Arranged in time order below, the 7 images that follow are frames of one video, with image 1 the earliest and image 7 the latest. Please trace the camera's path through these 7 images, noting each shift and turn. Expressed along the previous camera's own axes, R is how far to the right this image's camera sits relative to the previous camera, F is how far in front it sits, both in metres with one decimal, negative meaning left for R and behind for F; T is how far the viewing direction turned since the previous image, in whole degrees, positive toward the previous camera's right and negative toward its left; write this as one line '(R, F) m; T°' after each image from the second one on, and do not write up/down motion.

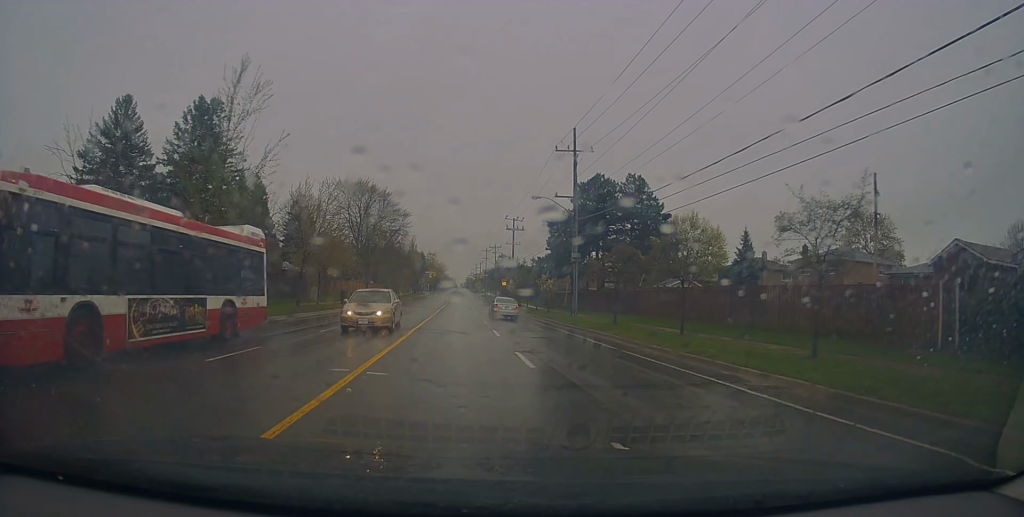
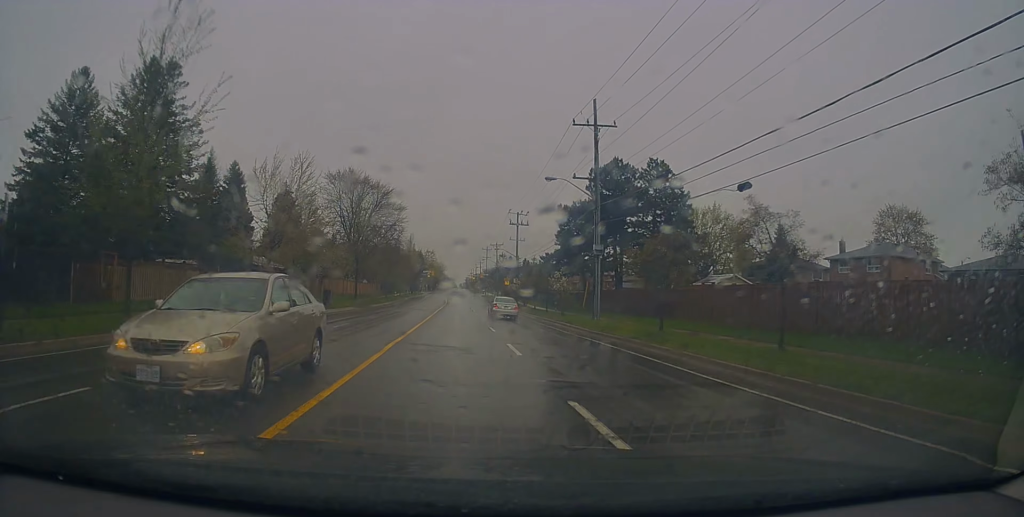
(+0.2, +6.8) m; 0°
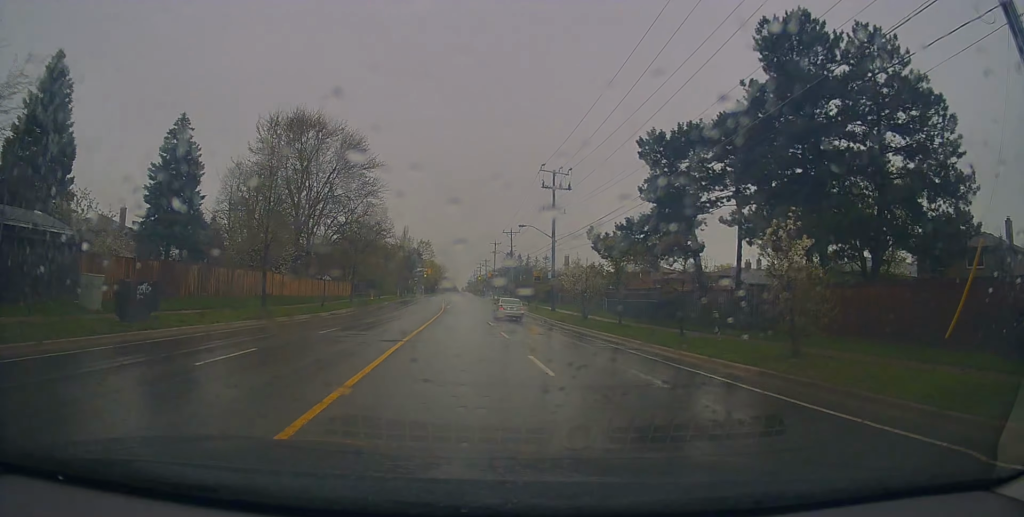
(-1.0, +30.5) m; -1°
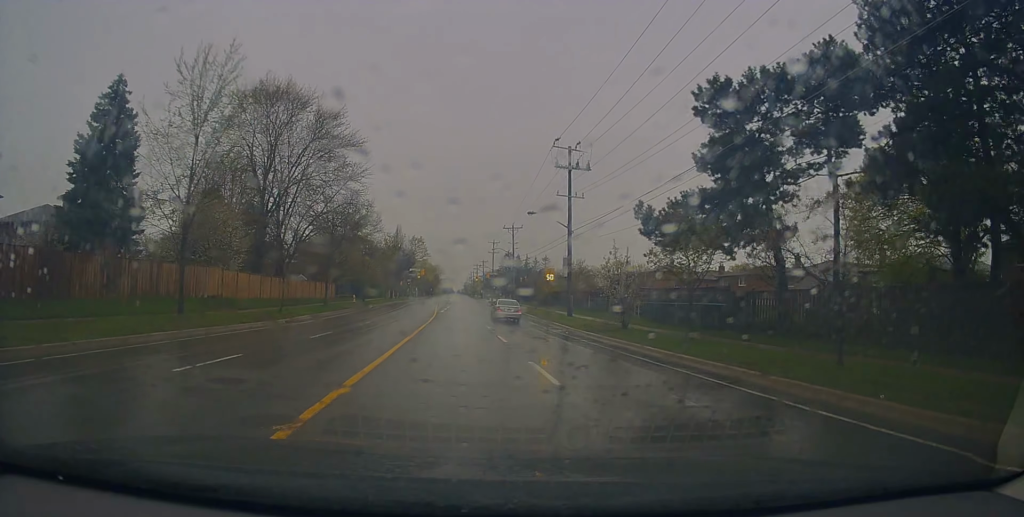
(+0.5, +9.7) m; 0°
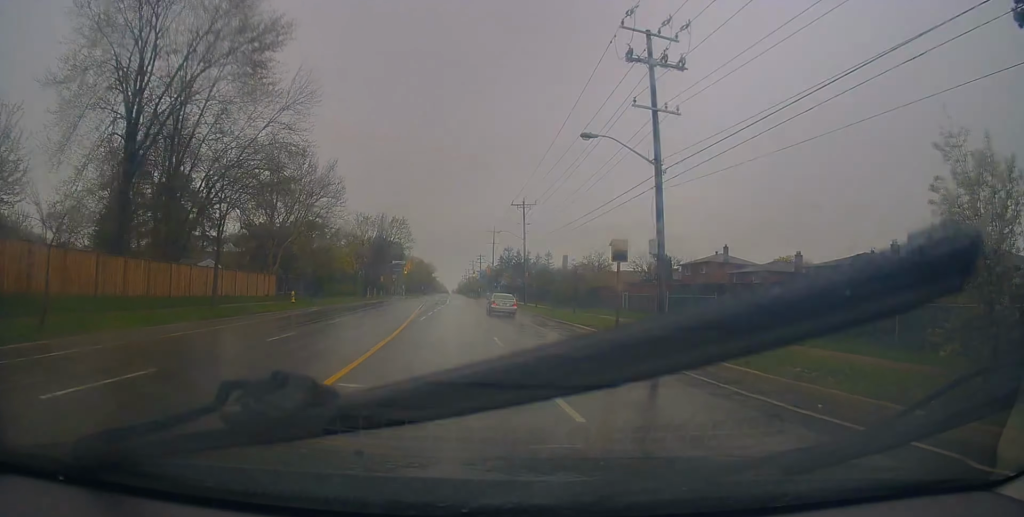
(-0.4, +21.6) m; 0°
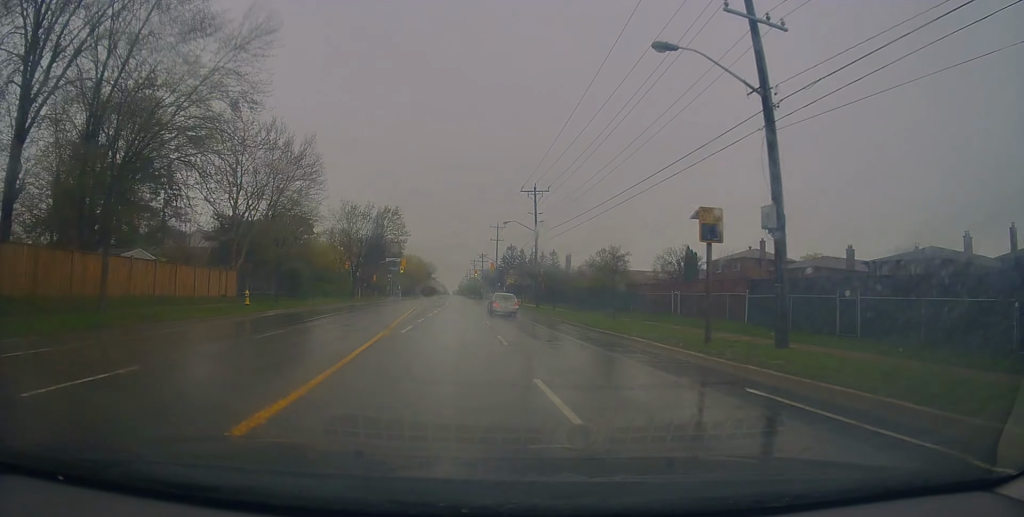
(+0.5, +9.3) m; 0°
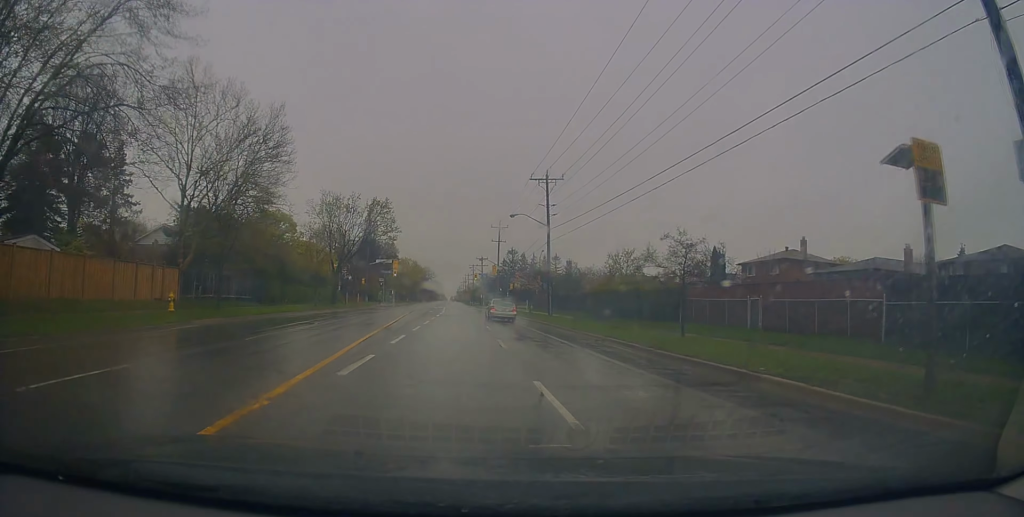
(-0.4, +8.8) m; 0°
